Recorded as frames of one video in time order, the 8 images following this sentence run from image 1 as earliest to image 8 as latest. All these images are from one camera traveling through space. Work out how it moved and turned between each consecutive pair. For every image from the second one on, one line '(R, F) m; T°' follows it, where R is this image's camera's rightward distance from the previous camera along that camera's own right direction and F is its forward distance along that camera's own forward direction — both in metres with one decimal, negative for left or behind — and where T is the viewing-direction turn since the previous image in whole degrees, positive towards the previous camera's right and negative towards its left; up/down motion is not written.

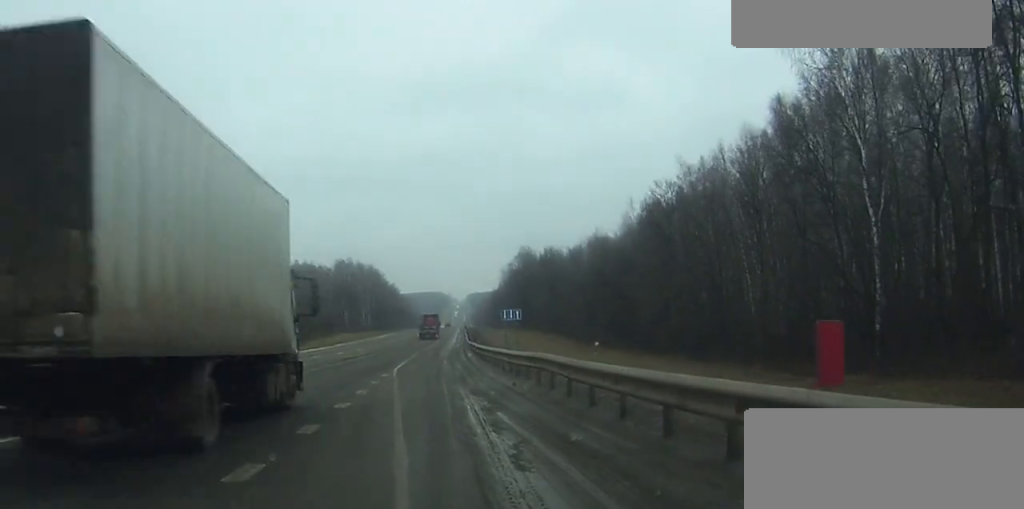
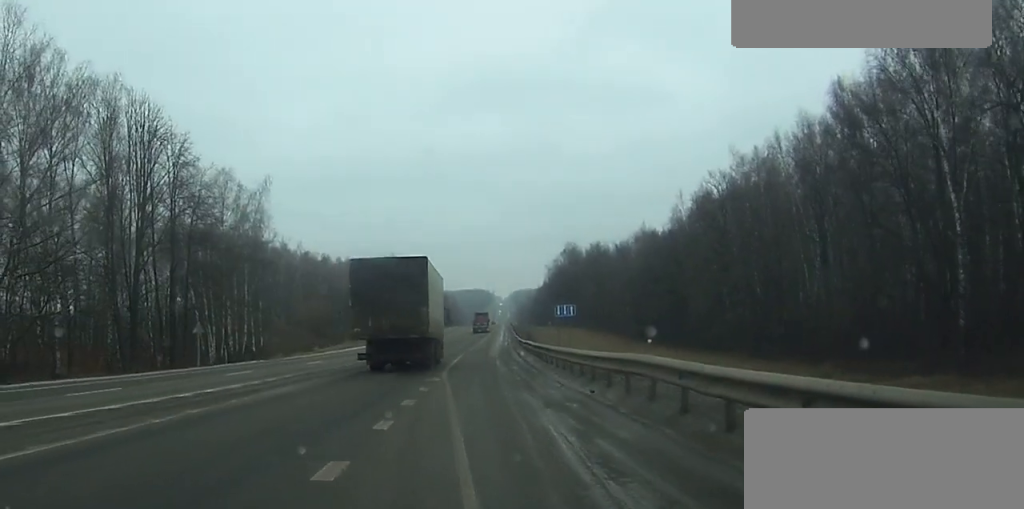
(-0.1, +5.3) m; -2°
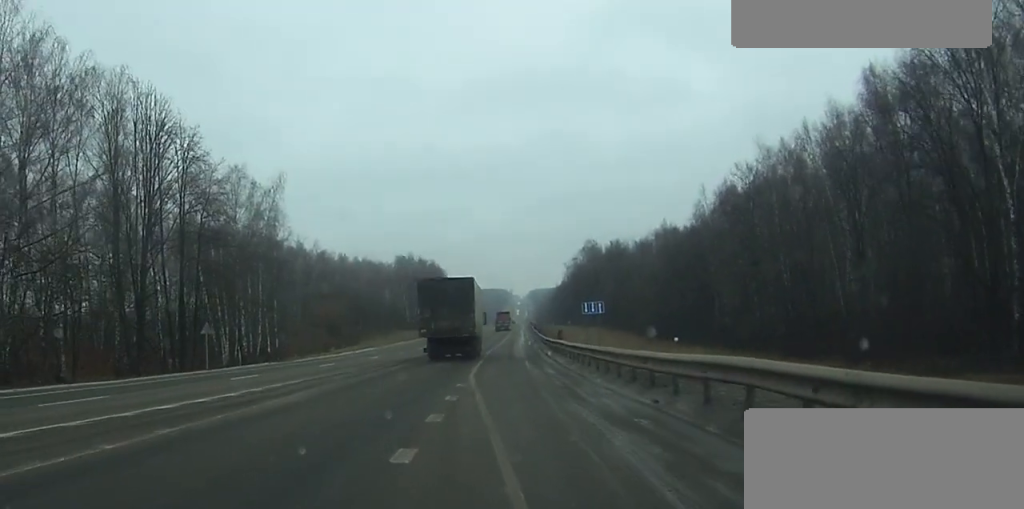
(0.0, +3.4) m; 0°
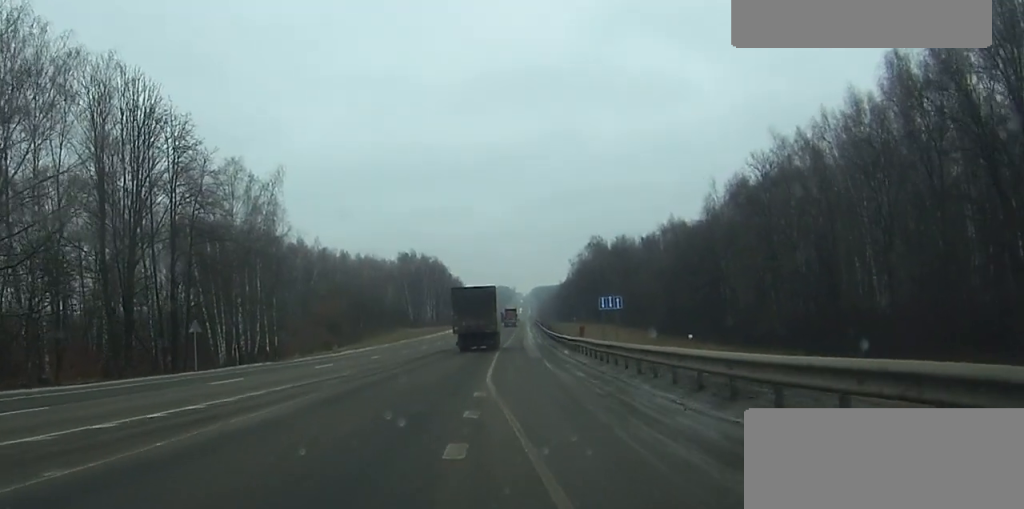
(0.0, +4.1) m; 0°
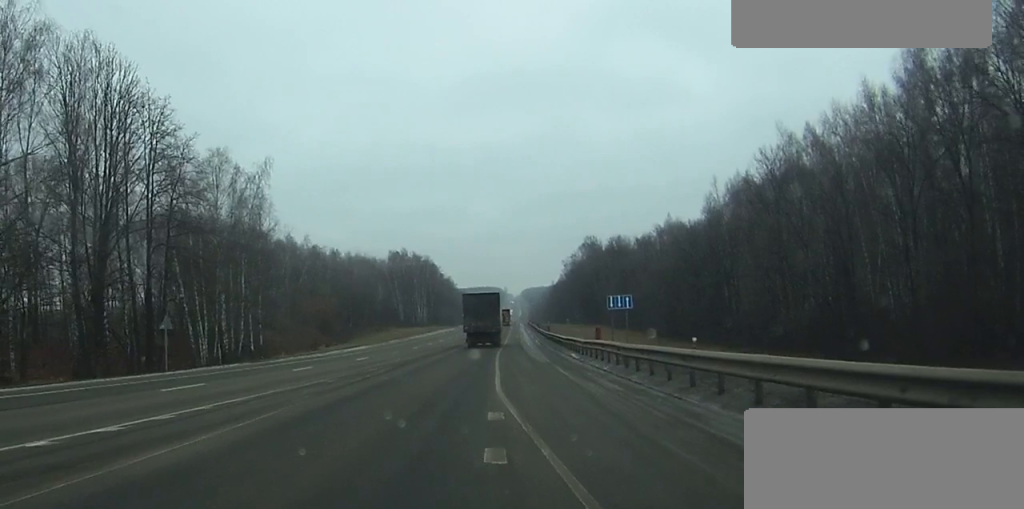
(0.0, +4.2) m; 0°
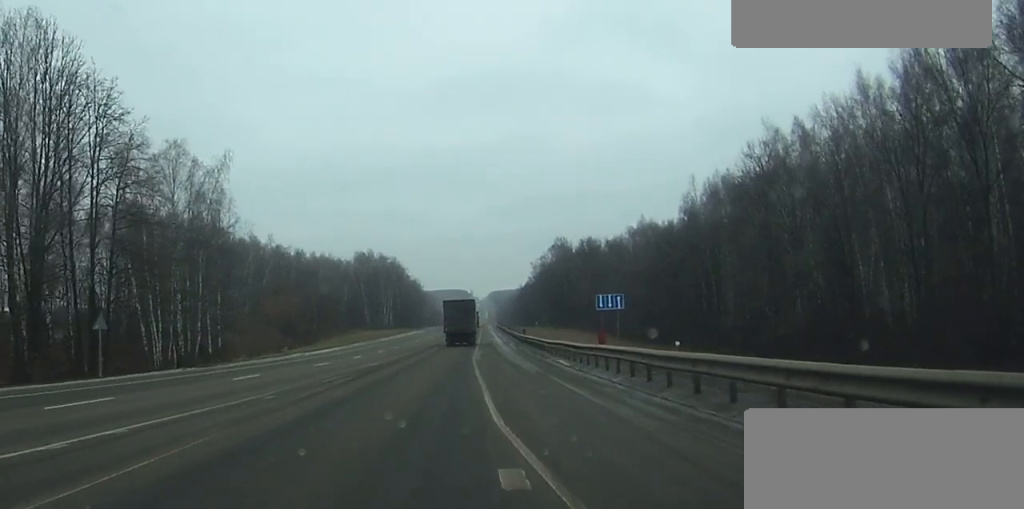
(0.0, +4.9) m; +1°
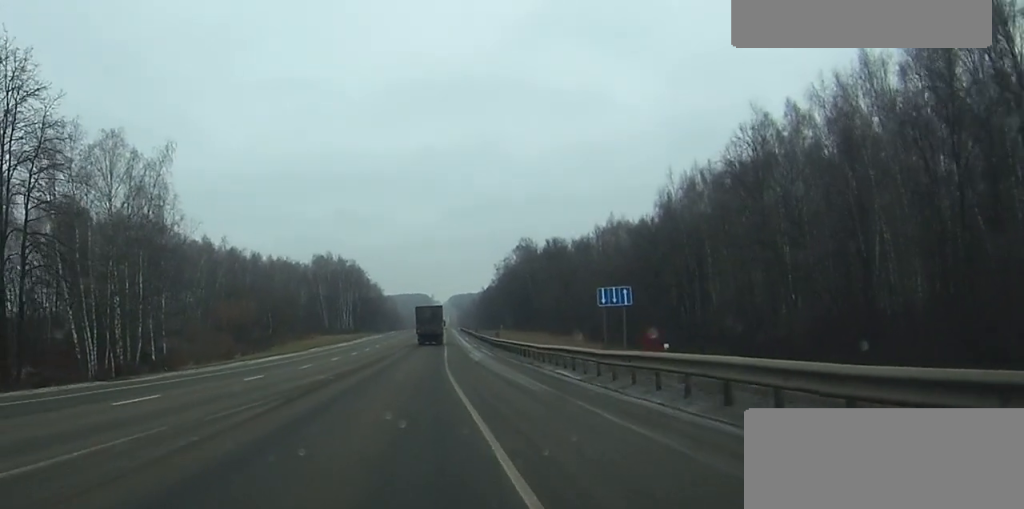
(+0.2, +8.0) m; +1°
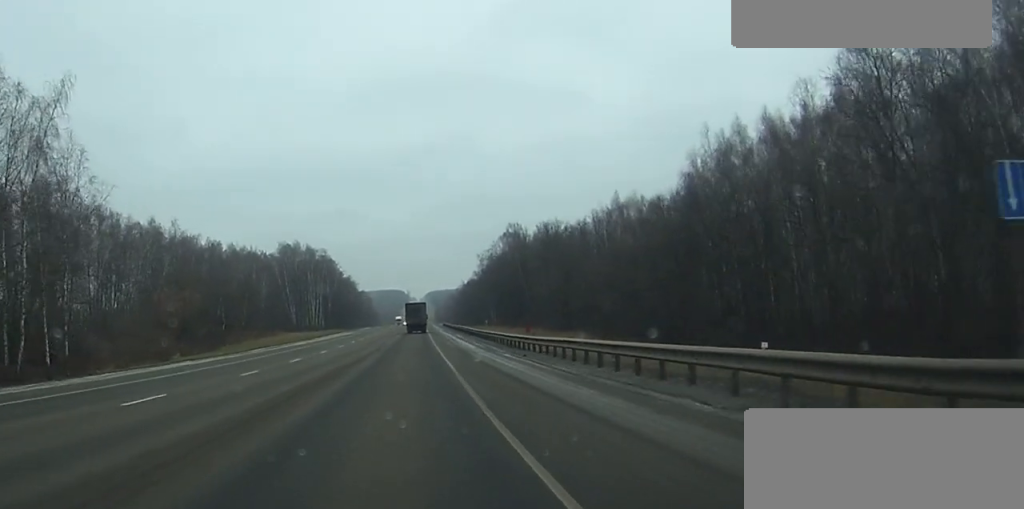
(+0.2, +23.4) m; 0°
